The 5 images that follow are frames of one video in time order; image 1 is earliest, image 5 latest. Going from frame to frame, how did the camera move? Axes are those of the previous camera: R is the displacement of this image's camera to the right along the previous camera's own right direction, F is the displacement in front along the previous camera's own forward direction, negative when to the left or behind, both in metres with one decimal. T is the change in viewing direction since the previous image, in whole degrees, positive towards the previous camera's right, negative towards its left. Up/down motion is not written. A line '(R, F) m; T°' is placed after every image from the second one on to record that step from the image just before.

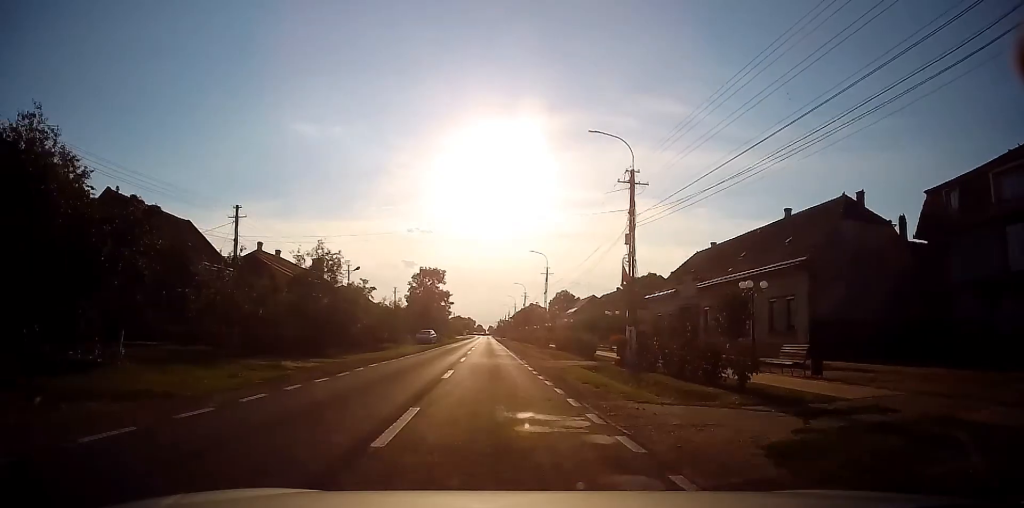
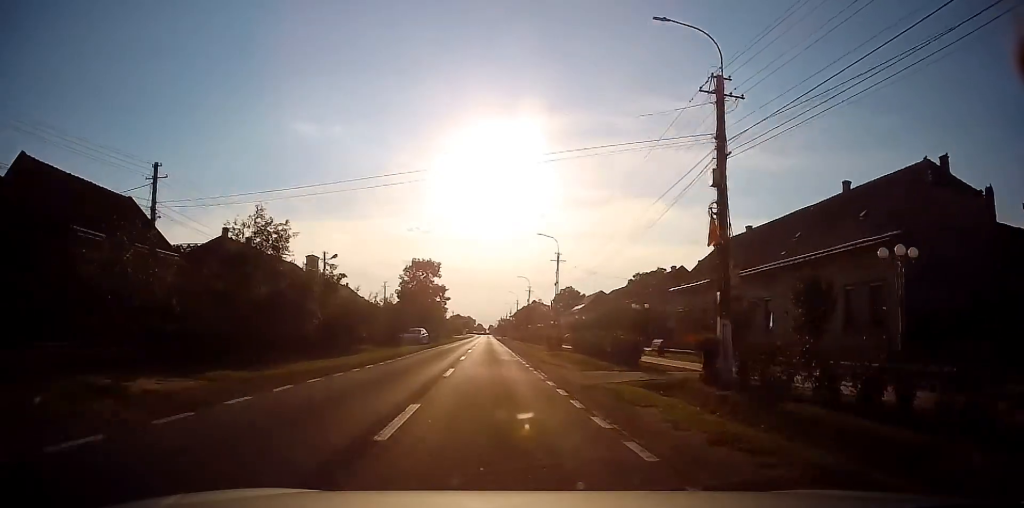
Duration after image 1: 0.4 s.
(+0.1, +8.8) m; 0°
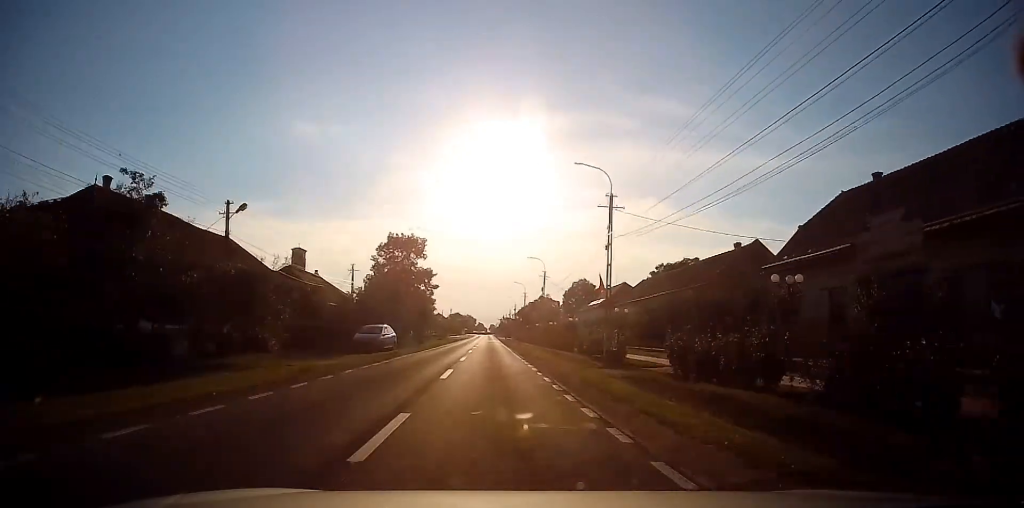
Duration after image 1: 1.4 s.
(-0.1, +19.5) m; 0°
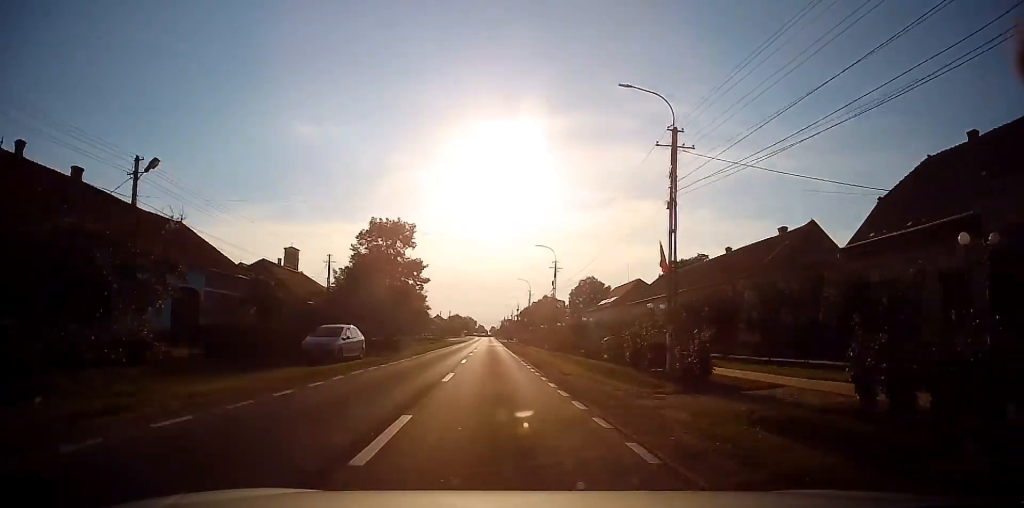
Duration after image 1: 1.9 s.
(-0.2, +9.1) m; 0°
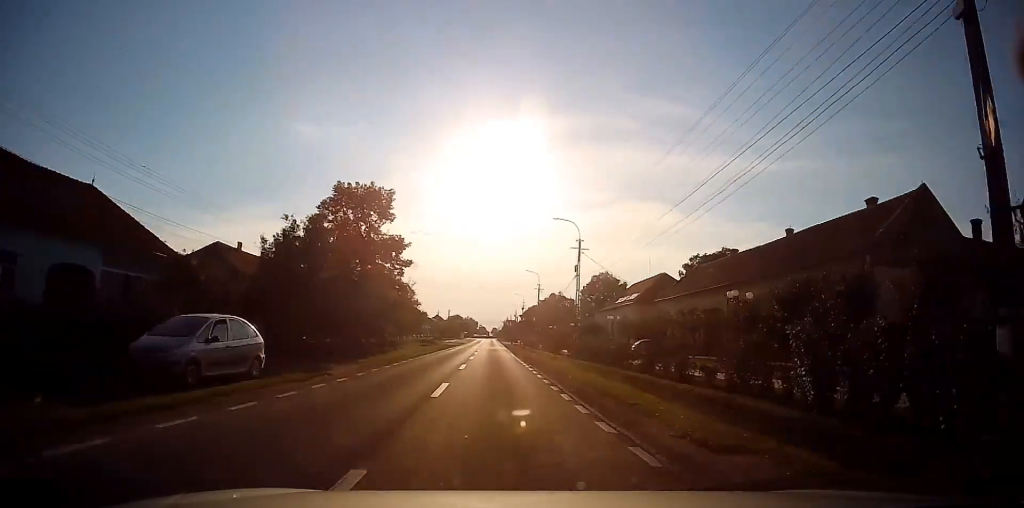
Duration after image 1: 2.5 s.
(+0.2, +12.0) m; 0°
